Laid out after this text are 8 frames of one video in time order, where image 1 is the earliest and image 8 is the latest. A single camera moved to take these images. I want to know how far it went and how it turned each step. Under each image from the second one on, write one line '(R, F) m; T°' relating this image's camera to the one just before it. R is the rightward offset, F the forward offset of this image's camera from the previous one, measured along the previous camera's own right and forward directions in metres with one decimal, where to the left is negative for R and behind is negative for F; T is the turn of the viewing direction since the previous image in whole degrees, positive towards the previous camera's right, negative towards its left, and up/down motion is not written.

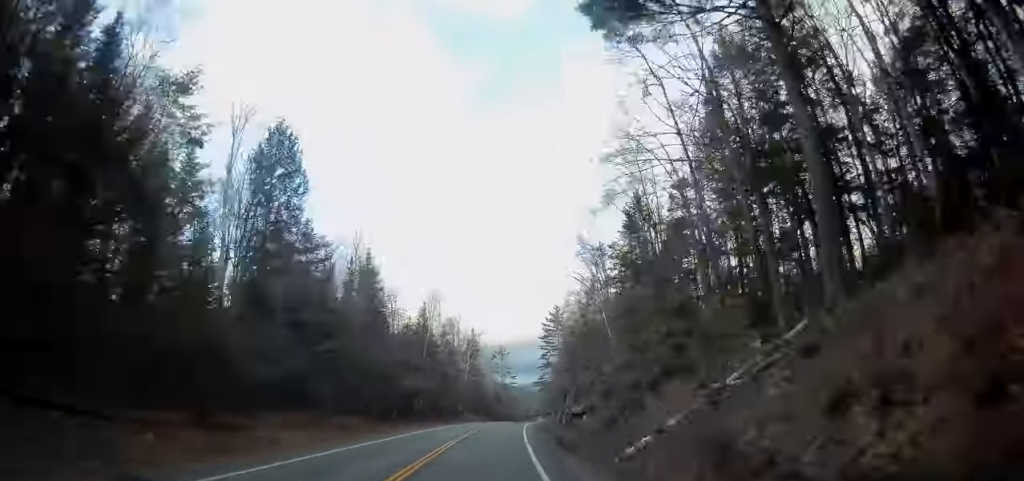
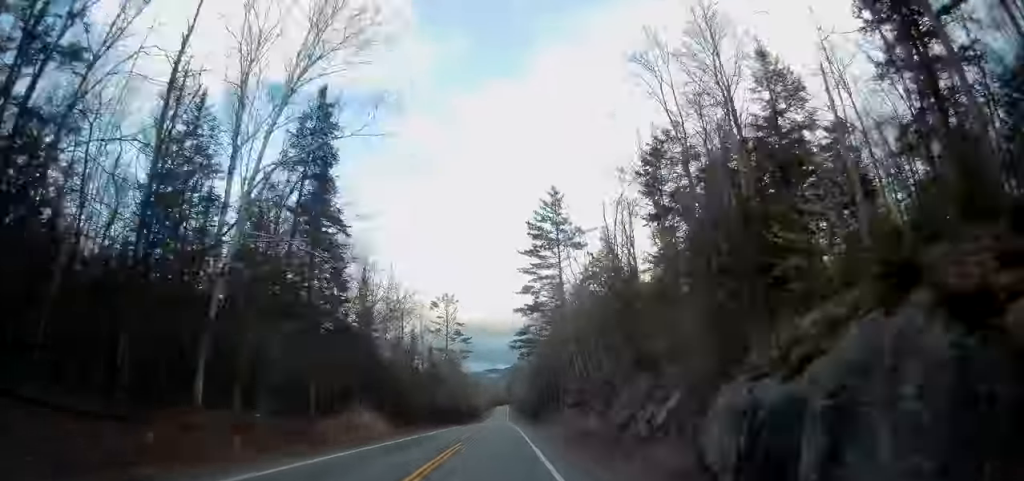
(+2.8, +79.6) m; +3°
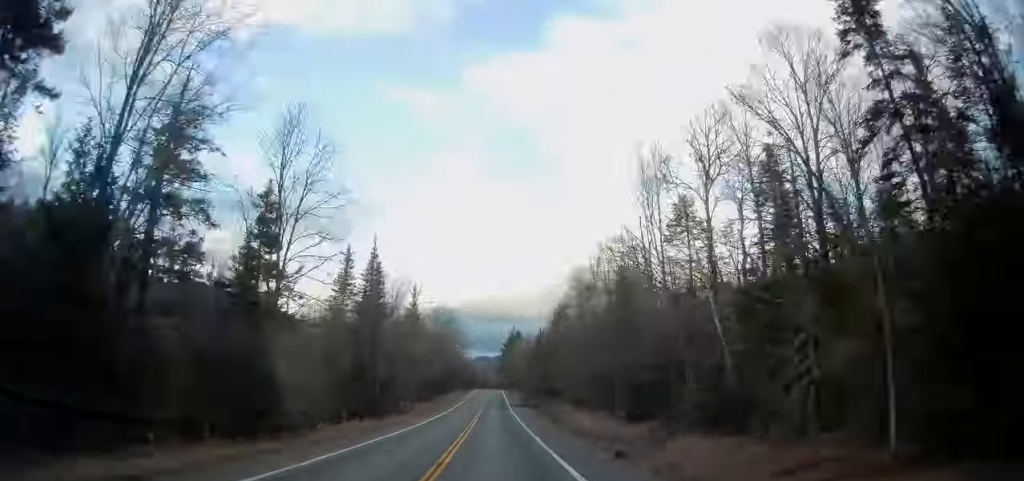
(+5.8, +201.1) m; +2°
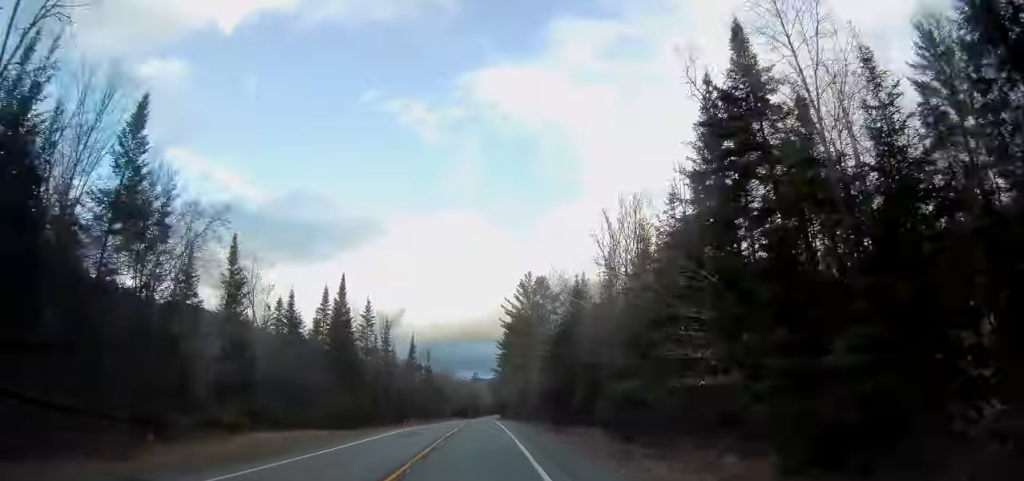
(+0.4, +160.8) m; 0°
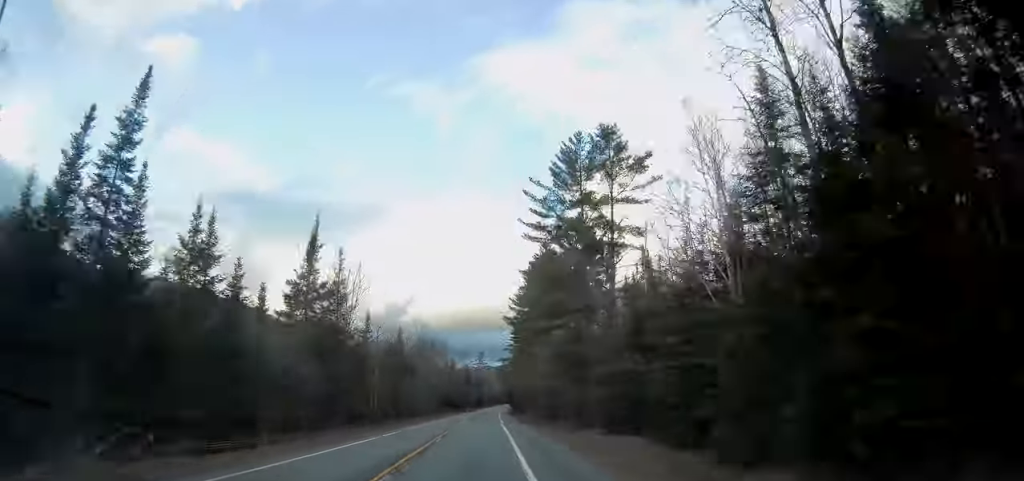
(-0.3, +63.3) m; 0°
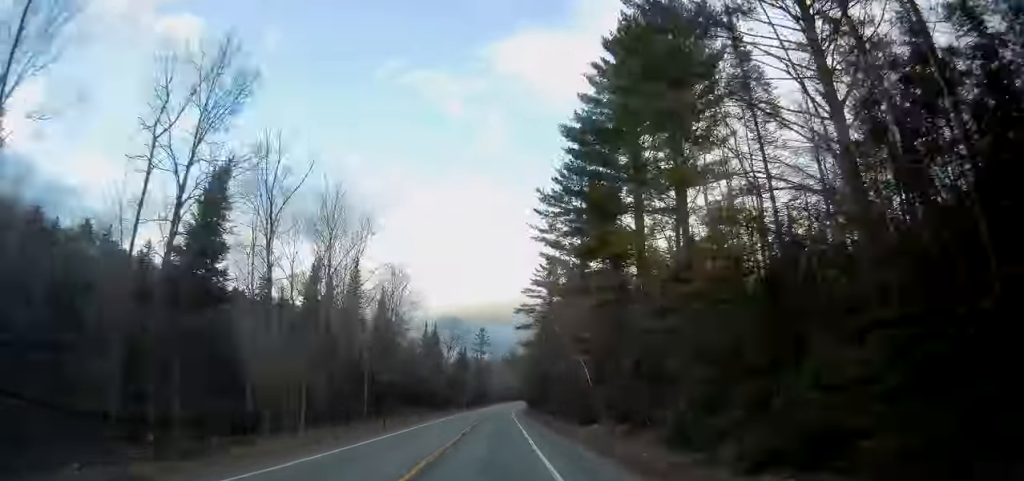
(-0.4, +68.6) m; 0°
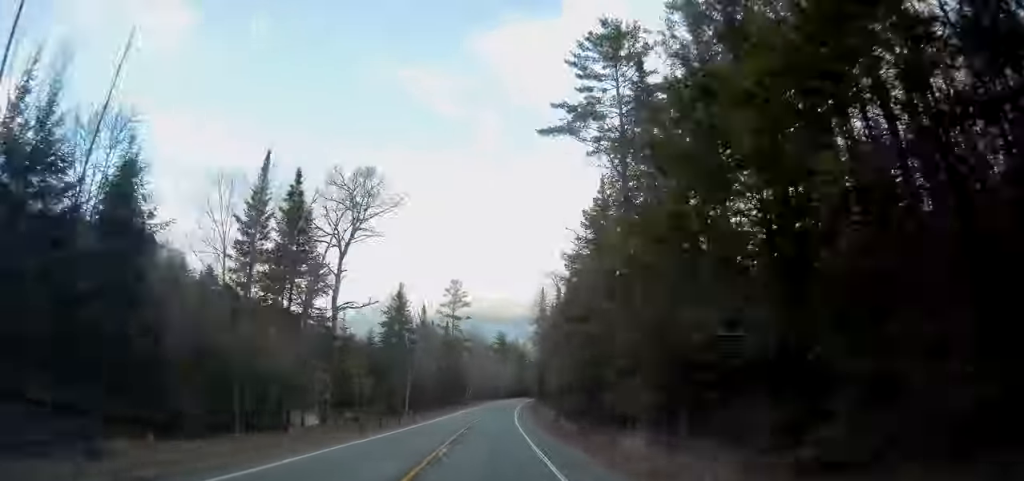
(+0.1, +74.3) m; +1°
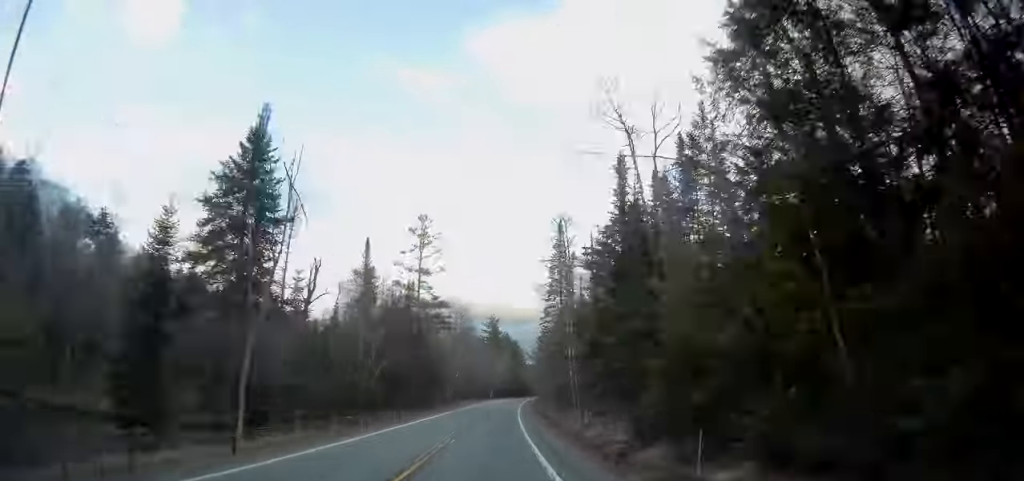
(+0.3, +40.4) m; +1°
